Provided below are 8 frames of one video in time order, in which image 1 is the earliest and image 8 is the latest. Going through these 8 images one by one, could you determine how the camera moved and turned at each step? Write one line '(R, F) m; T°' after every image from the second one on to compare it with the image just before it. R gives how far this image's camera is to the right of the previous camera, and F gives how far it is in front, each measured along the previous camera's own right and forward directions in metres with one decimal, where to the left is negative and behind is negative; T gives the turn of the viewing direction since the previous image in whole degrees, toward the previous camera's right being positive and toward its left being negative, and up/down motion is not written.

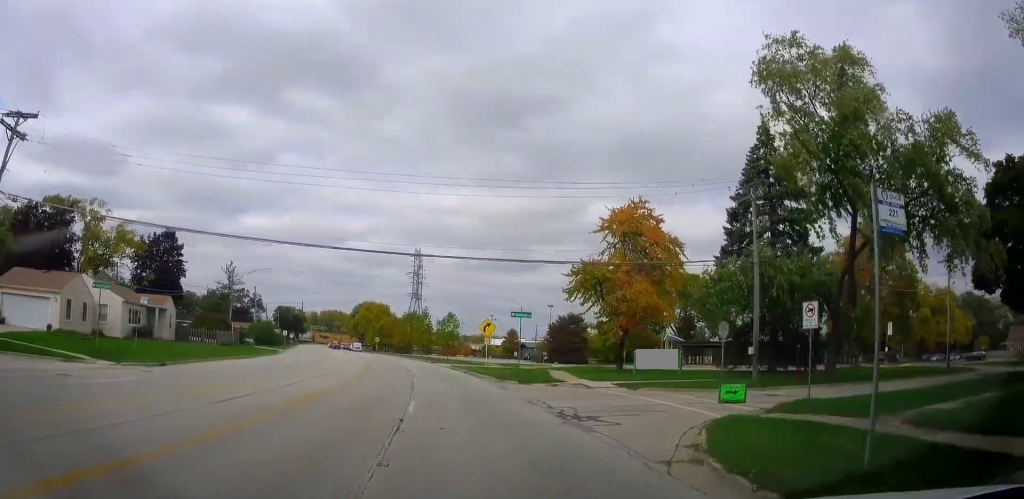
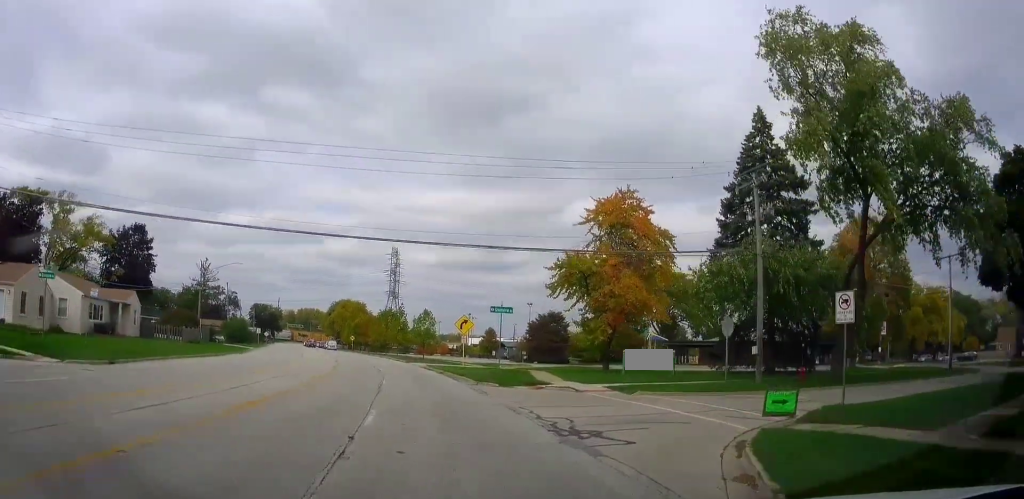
(-0.1, +2.6) m; 0°
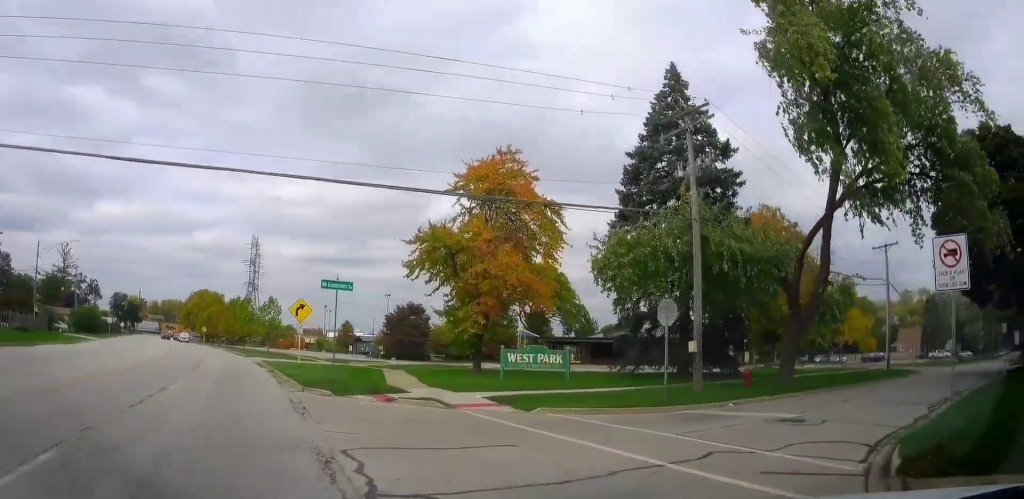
(+1.3, +6.8) m; +24°
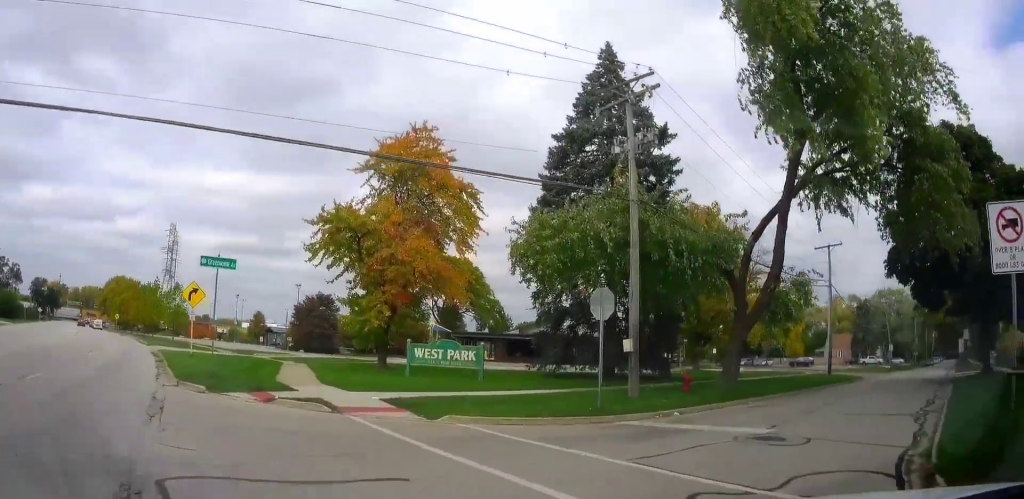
(+0.6, +2.6) m; +7°
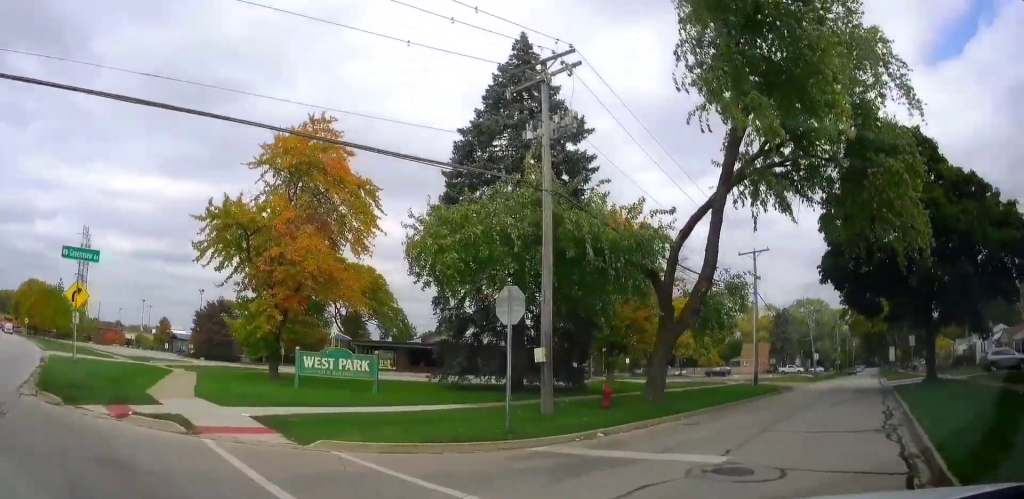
(-0.1, +2.2) m; +5°
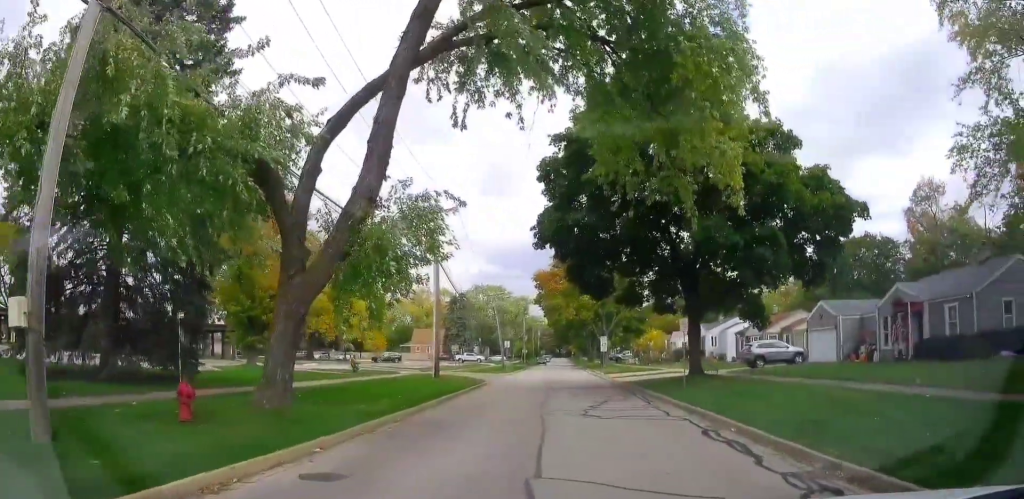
(+1.4, +7.3) m; +31°
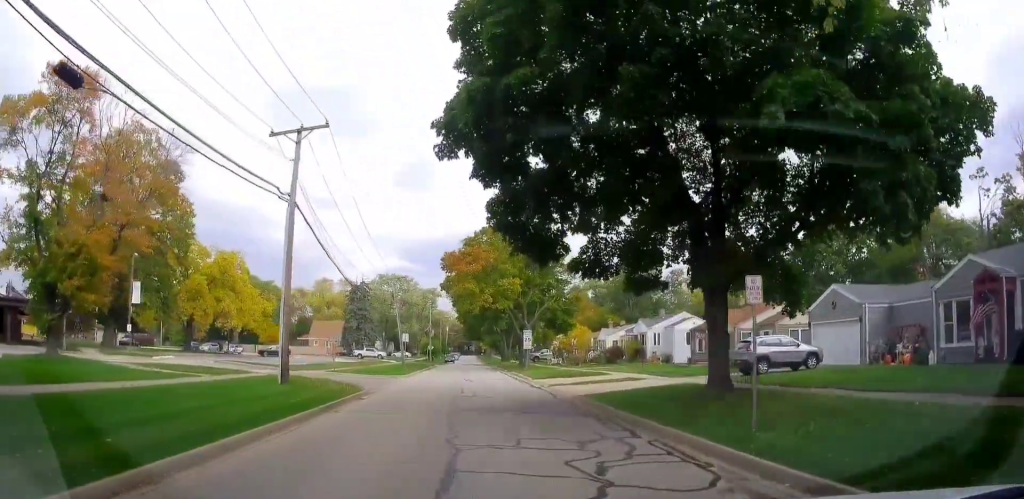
(+1.2, +8.7) m; +9°
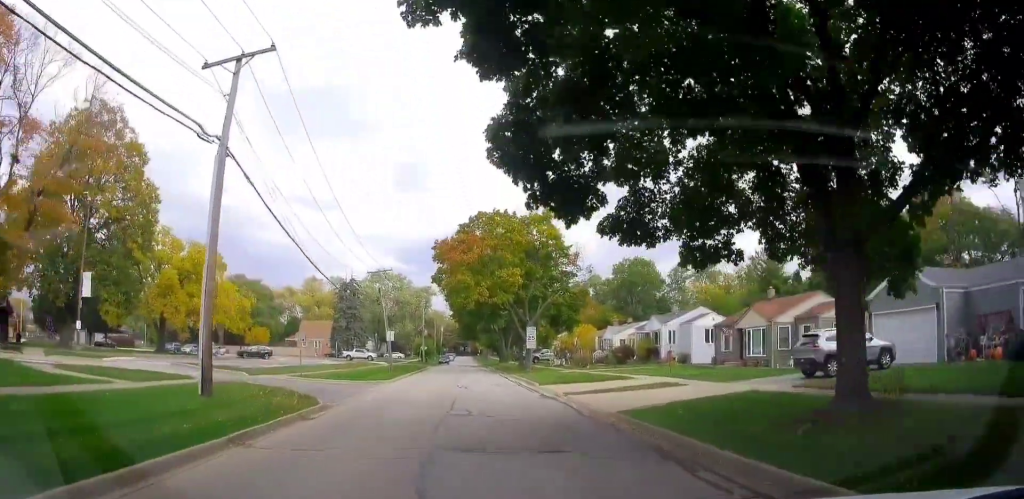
(0.0, +4.2) m; -5°
